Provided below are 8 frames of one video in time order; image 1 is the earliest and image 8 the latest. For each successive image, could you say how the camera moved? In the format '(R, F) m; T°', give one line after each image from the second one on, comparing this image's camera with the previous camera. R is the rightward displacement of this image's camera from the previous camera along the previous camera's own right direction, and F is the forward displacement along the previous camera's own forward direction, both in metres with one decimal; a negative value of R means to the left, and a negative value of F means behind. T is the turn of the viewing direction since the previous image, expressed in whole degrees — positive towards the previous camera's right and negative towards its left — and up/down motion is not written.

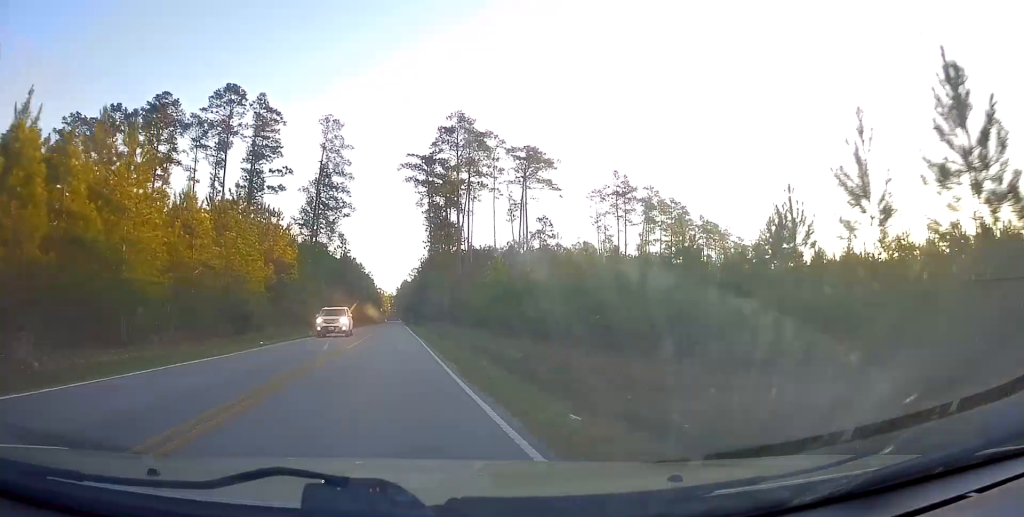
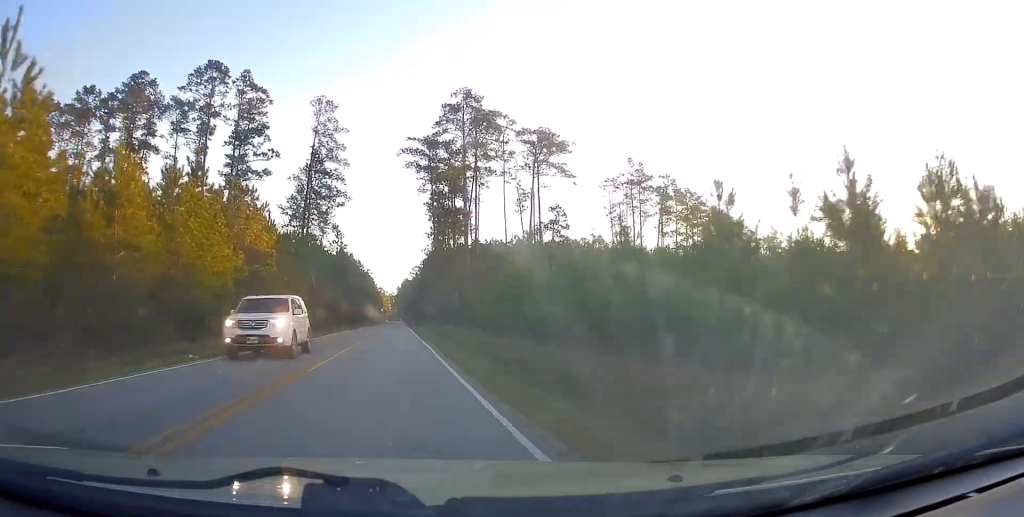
(+0.1, +9.1) m; 0°
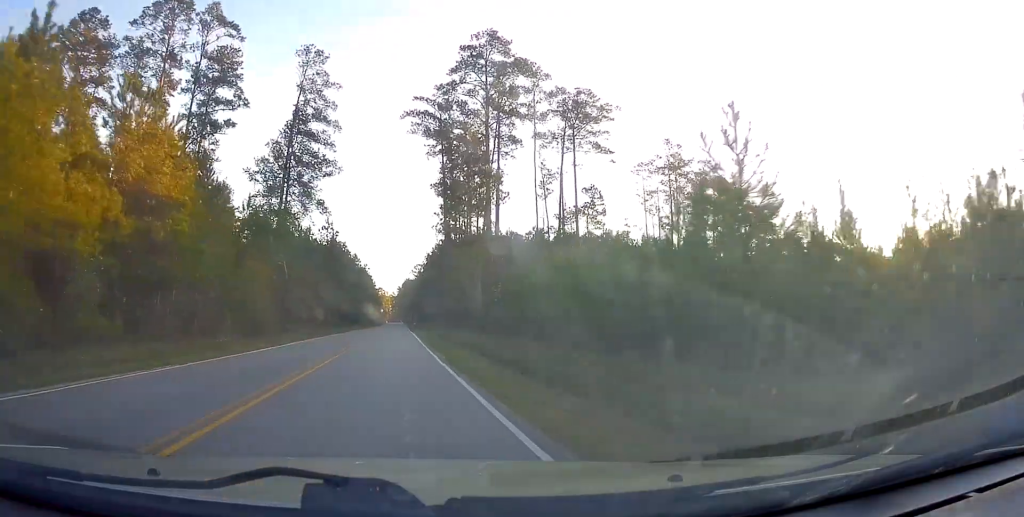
(+0.2, +17.7) m; -1°
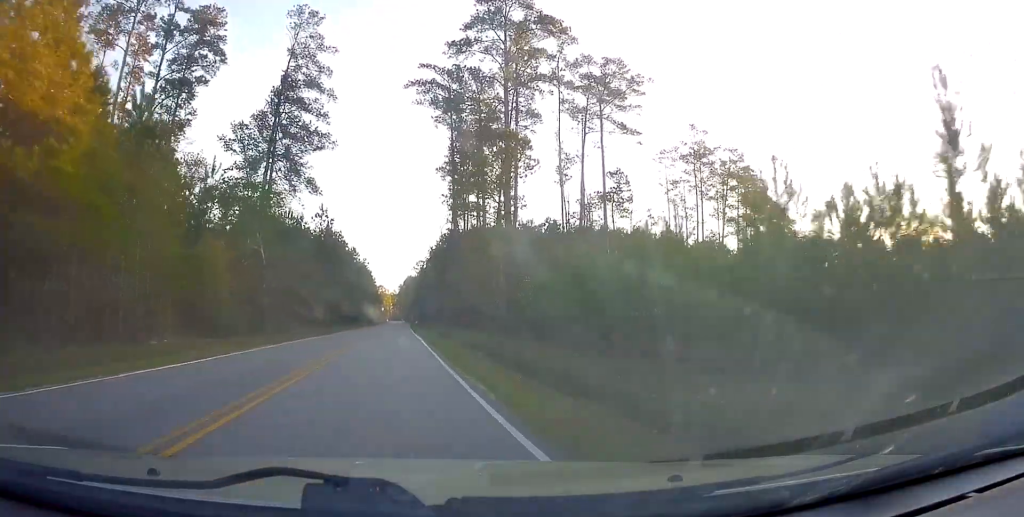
(-0.4, +9.4) m; 0°
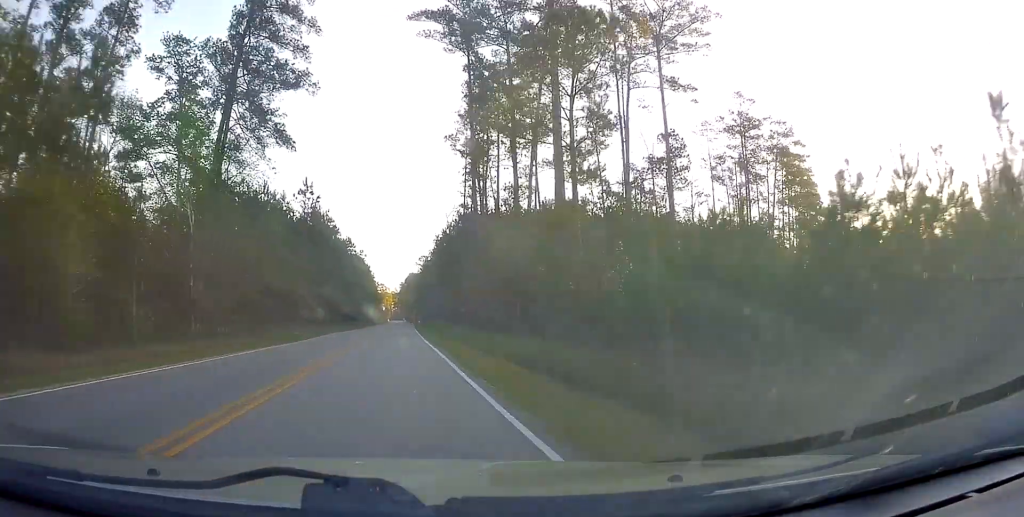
(-0.3, +15.7) m; 0°
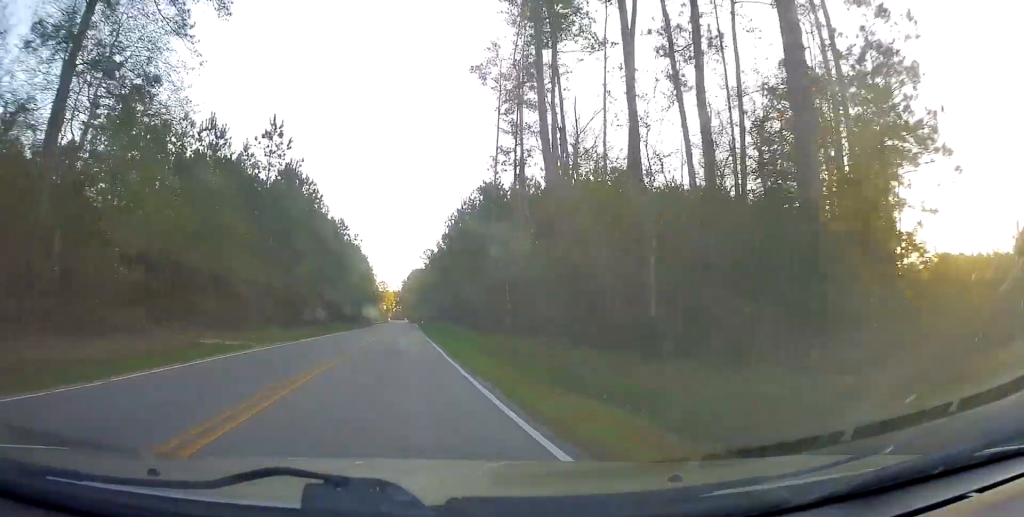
(+0.5, +21.5) m; +1°
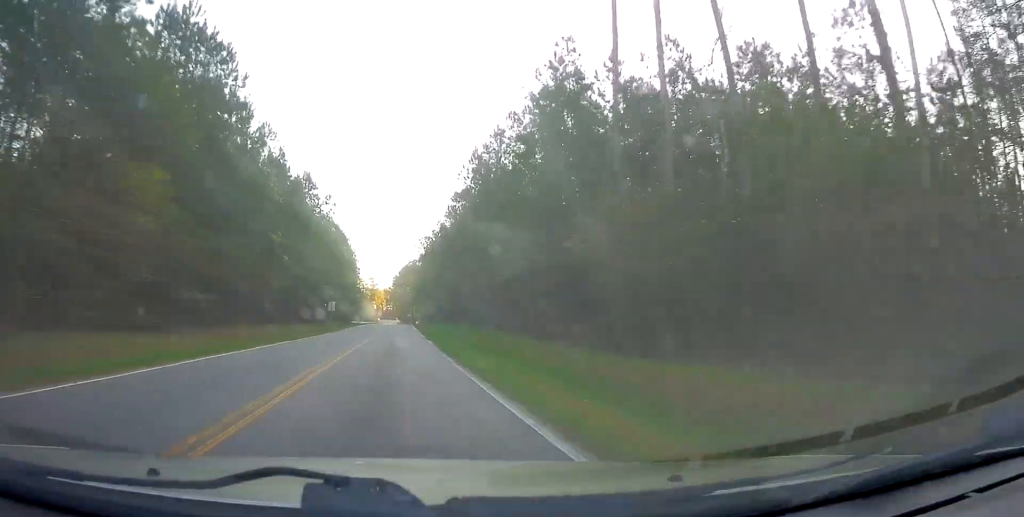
(0.0, +30.9) m; +1°
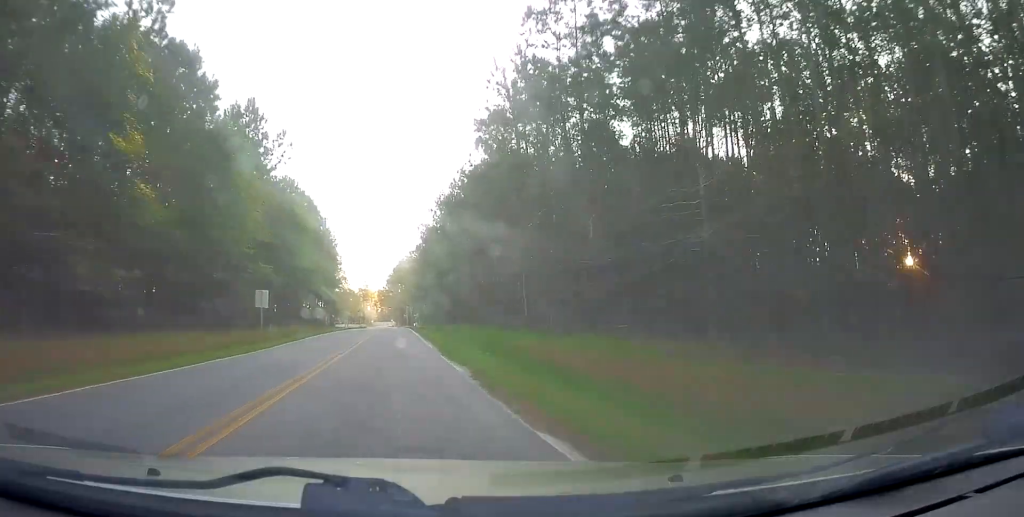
(+0.3, +24.9) m; 0°
